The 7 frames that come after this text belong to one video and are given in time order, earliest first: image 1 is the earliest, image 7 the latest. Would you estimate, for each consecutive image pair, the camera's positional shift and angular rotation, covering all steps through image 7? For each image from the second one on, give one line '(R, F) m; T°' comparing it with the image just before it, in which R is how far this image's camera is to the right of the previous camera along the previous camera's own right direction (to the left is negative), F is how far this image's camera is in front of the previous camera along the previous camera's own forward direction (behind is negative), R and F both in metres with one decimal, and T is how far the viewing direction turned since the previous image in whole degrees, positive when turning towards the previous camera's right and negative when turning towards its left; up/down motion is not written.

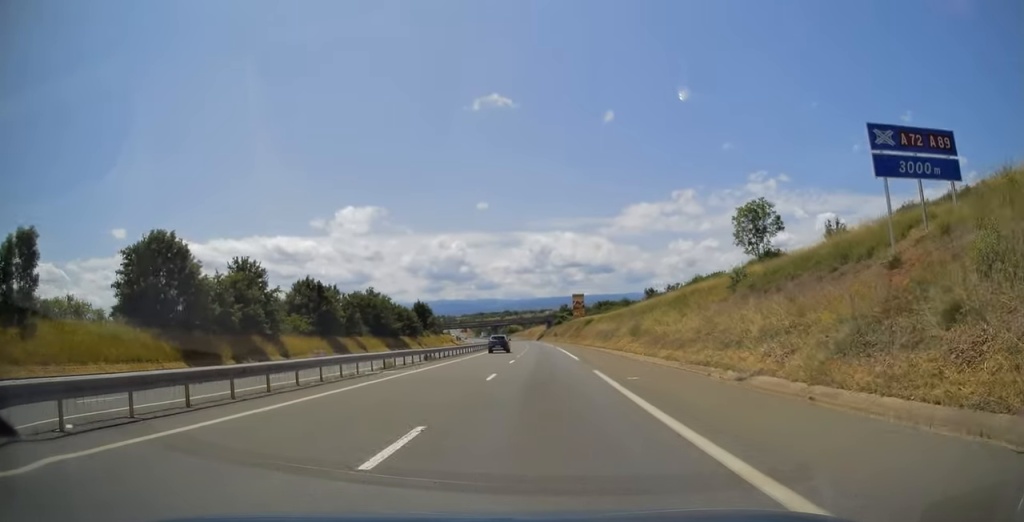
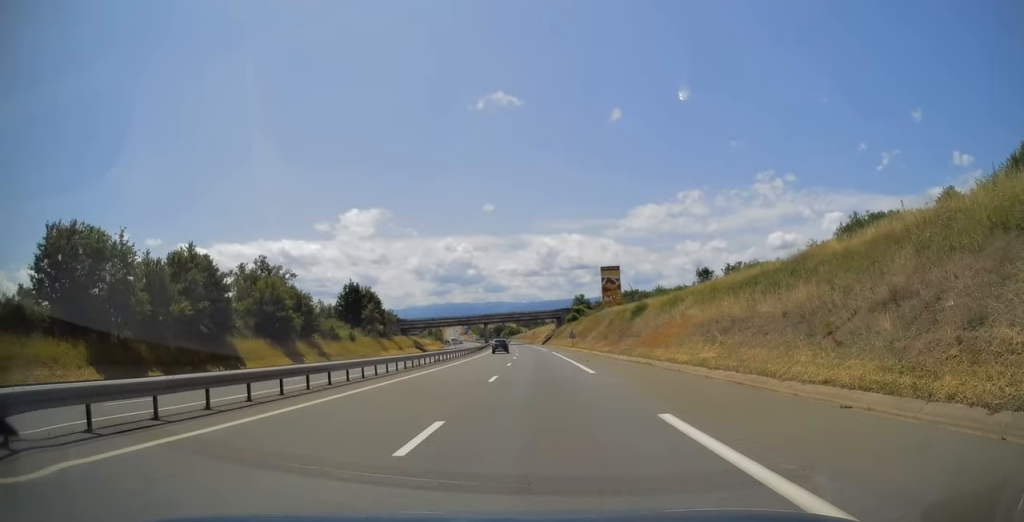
(-0.6, +64.3) m; -1°
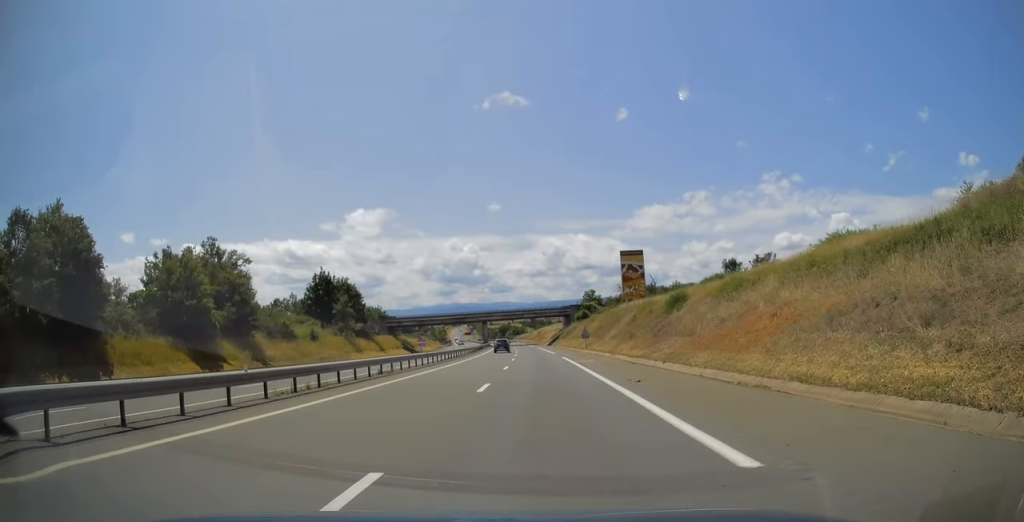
(0.0, +17.1) m; 0°
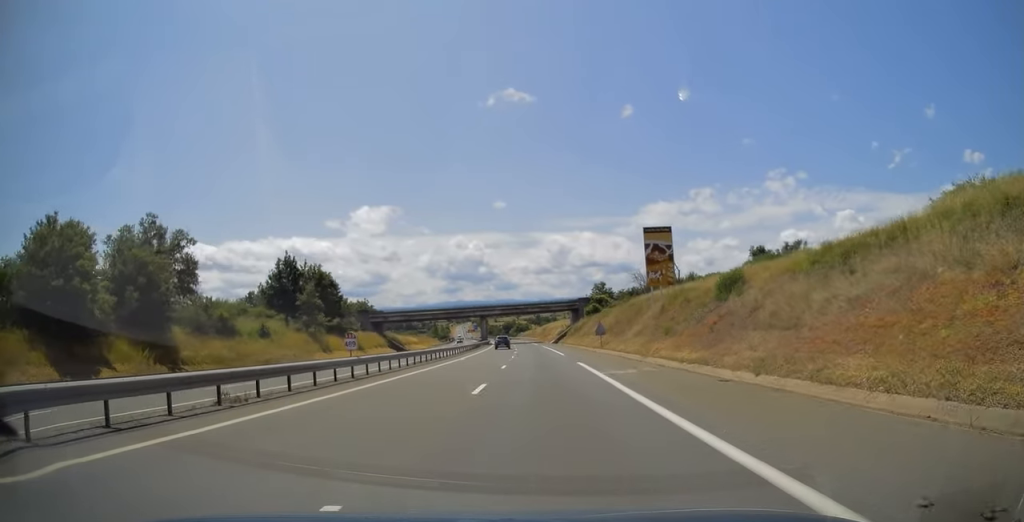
(0.0, +14.5) m; 0°
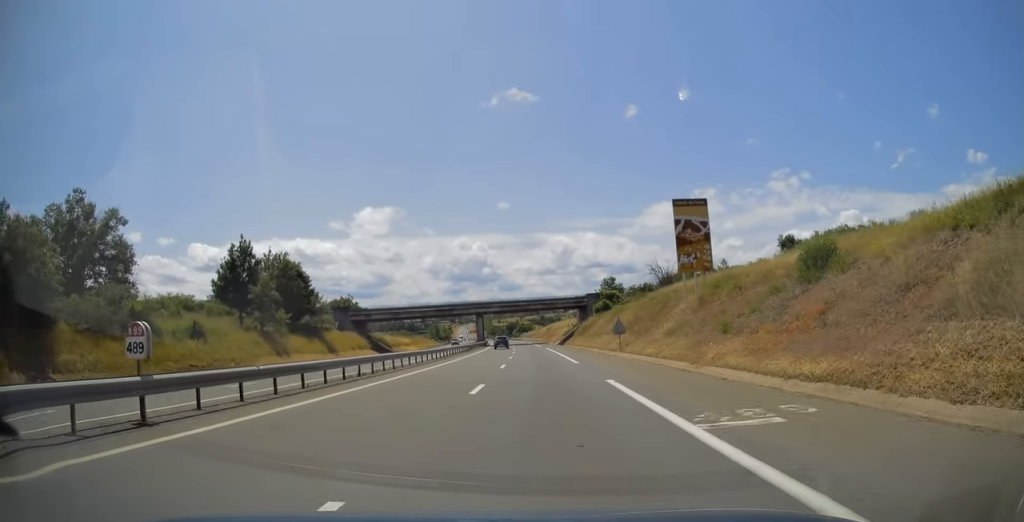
(0.0, +12.9) m; 0°
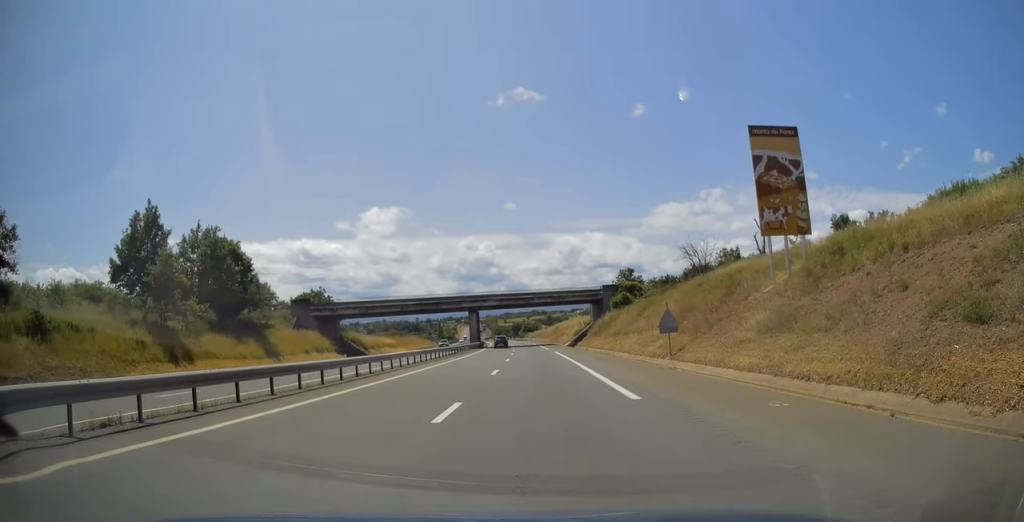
(0.0, +18.0) m; -1°
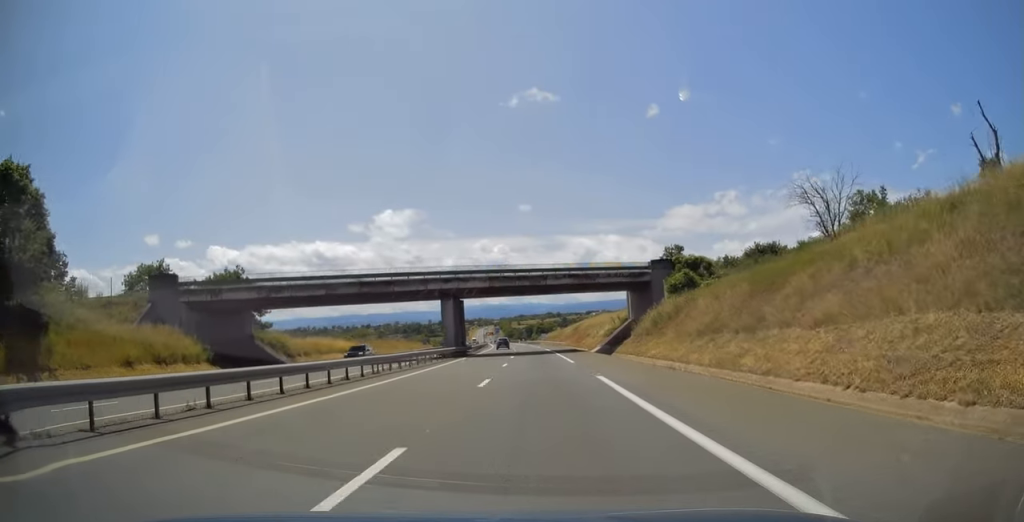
(-0.3, +31.4) m; -2°
